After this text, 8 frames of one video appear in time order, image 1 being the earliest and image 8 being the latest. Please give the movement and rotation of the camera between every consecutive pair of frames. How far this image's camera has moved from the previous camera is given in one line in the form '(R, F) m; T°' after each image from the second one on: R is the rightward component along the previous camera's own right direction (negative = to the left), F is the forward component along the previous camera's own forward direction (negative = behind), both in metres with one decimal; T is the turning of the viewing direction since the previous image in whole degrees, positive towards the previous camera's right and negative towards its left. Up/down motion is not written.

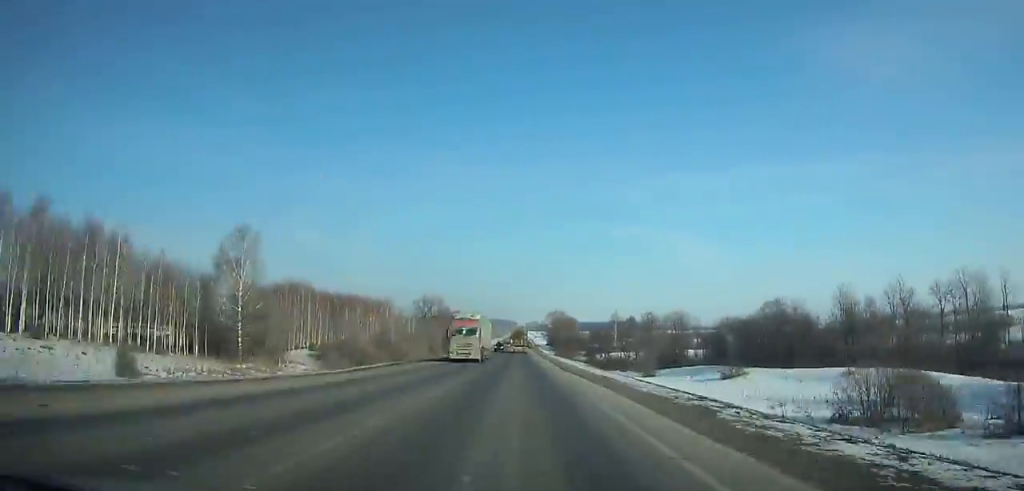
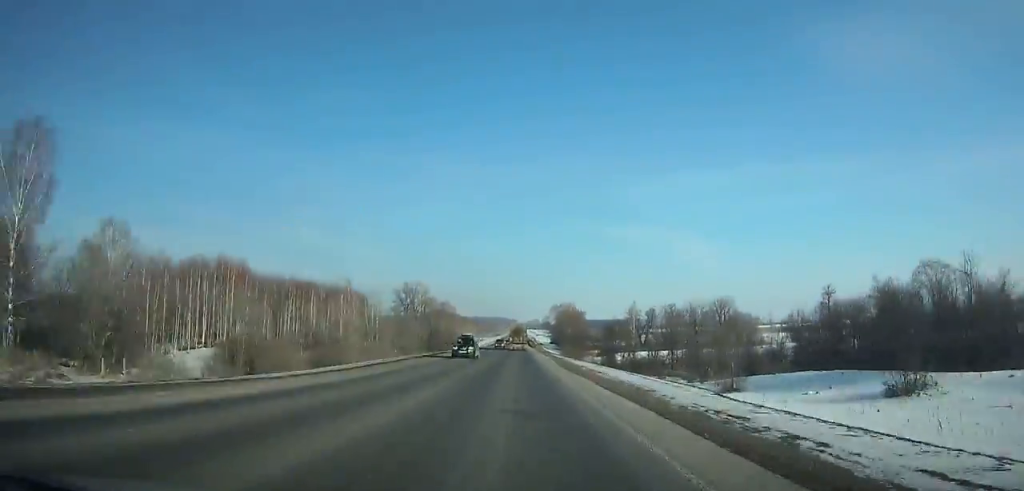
(0.0, +34.7) m; 0°
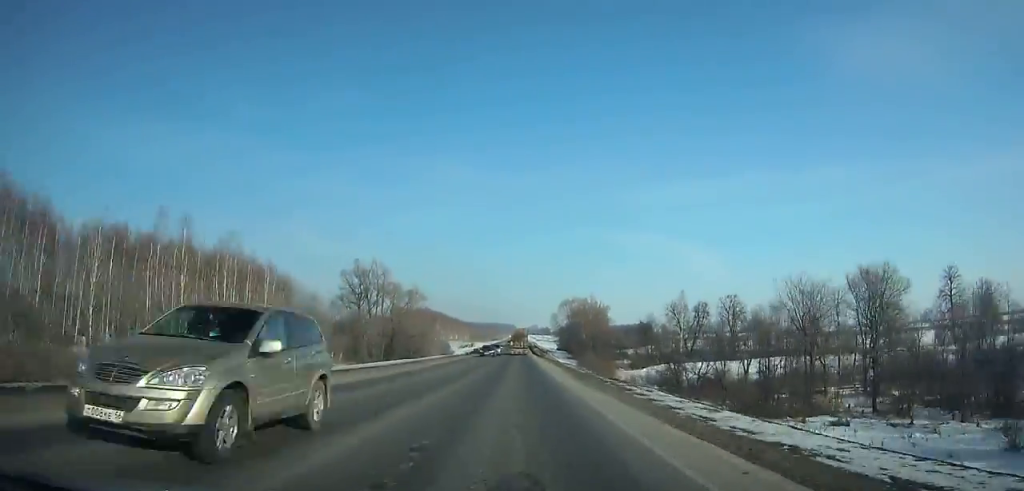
(0.0, +53.5) m; 0°
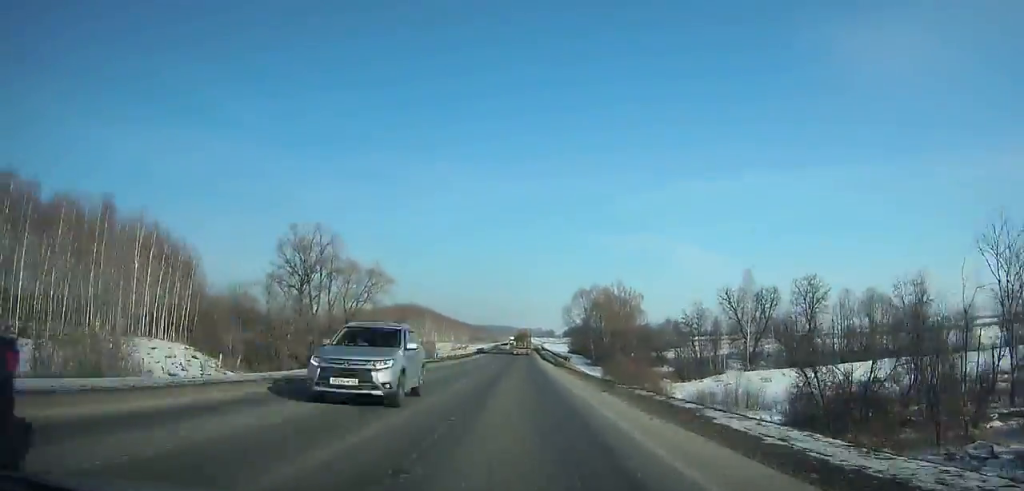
(0.0, +36.3) m; 0°
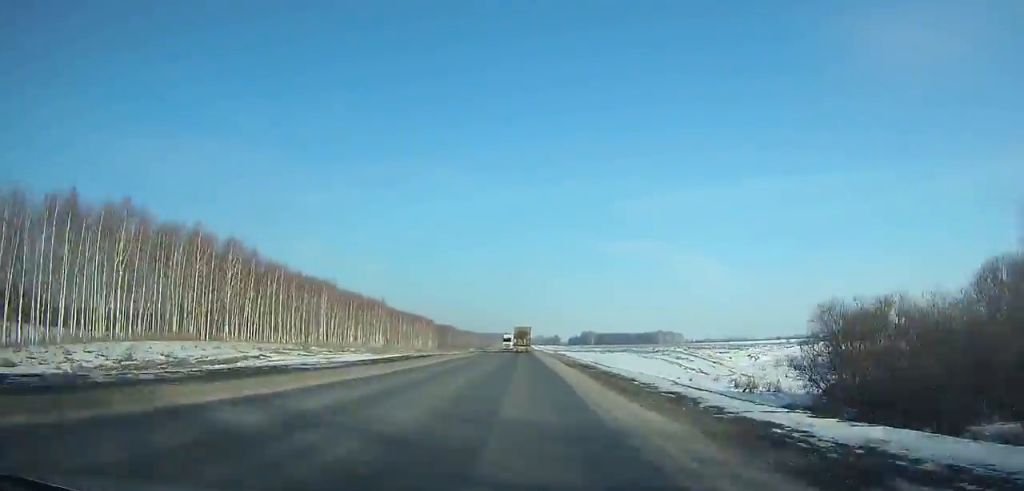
(0.0, +155.5) m; 0°
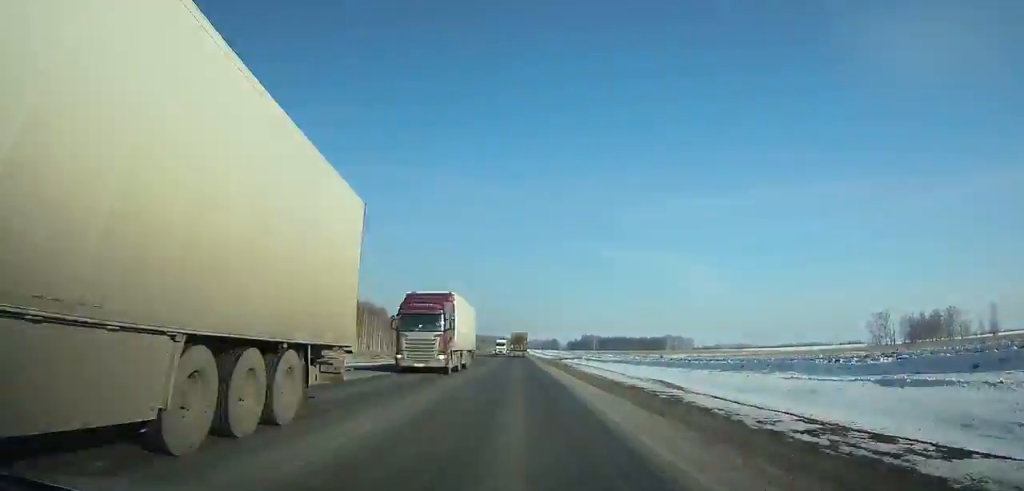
(+0.2, +84.7) m; 0°
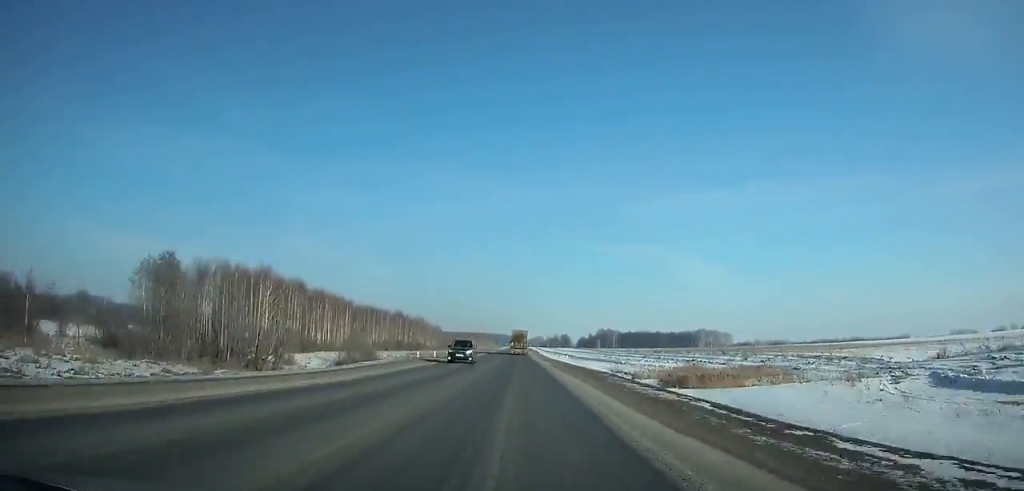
(-0.5, +160.3) m; 0°
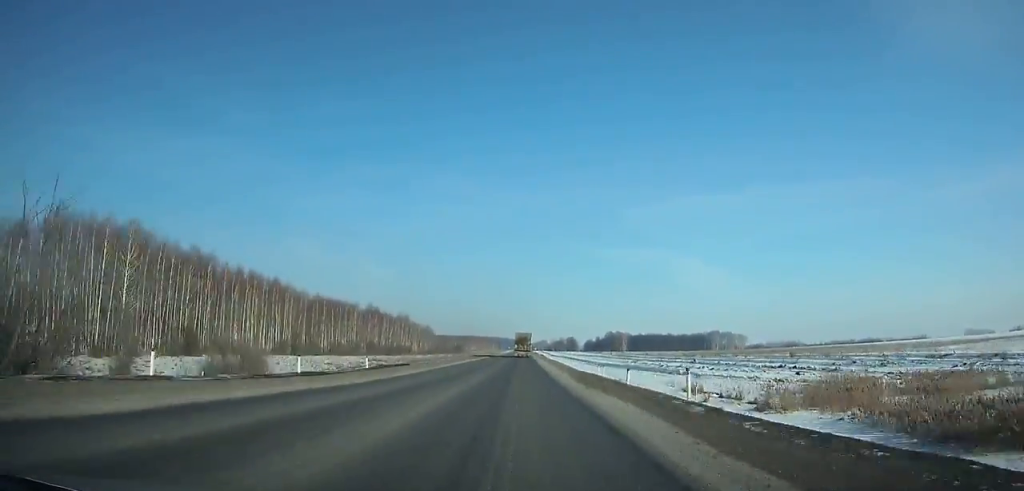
(0.0, +40.0) m; 0°
